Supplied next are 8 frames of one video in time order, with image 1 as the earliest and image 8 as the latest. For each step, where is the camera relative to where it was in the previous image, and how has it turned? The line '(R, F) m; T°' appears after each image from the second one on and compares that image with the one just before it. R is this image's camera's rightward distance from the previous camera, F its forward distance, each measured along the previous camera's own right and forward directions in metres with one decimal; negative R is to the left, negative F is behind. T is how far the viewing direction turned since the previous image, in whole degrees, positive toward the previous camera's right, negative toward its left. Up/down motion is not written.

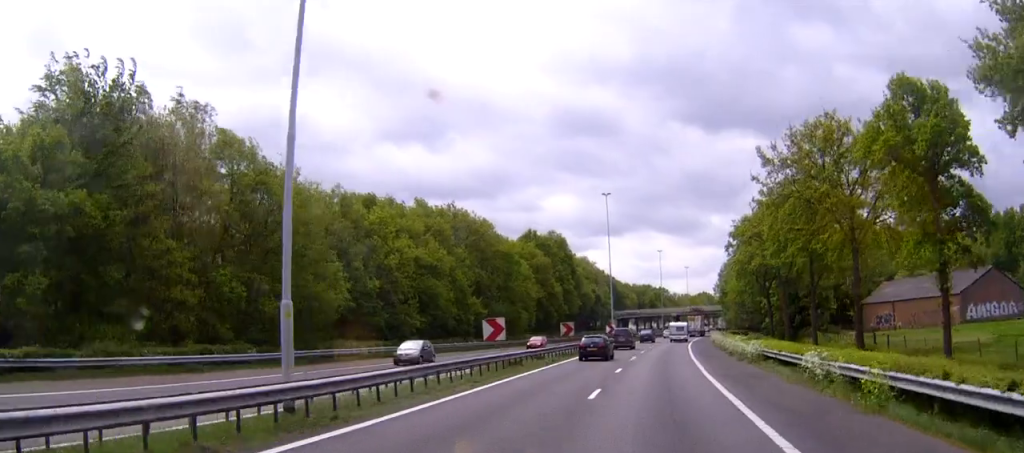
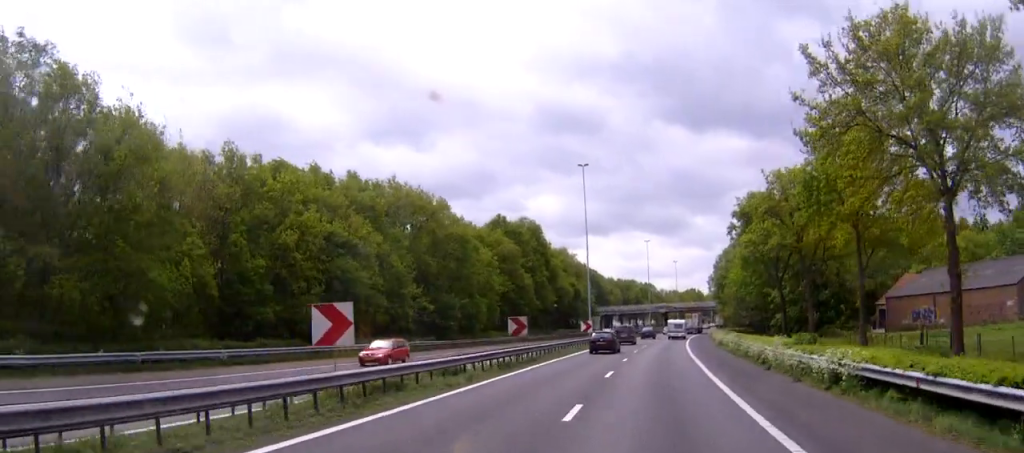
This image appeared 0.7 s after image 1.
(+0.4, +17.2) m; +1°
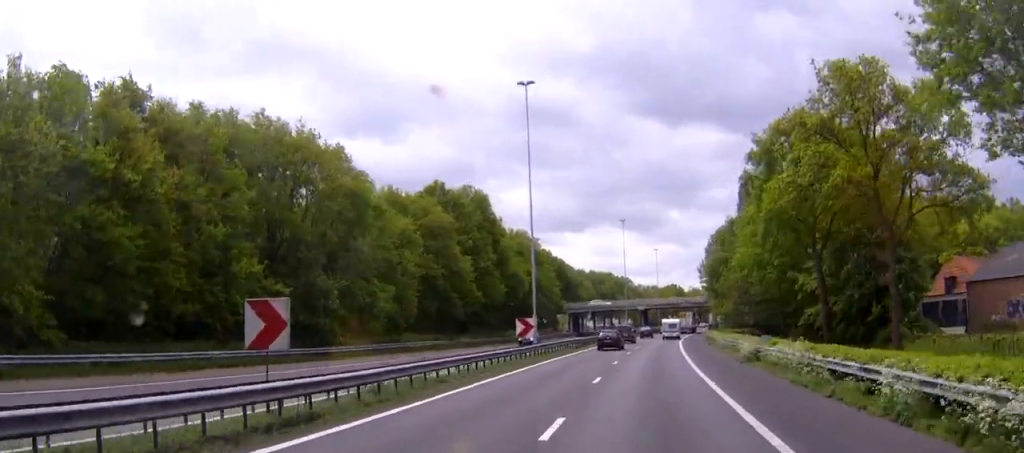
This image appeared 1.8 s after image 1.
(+0.4, +25.5) m; +2°
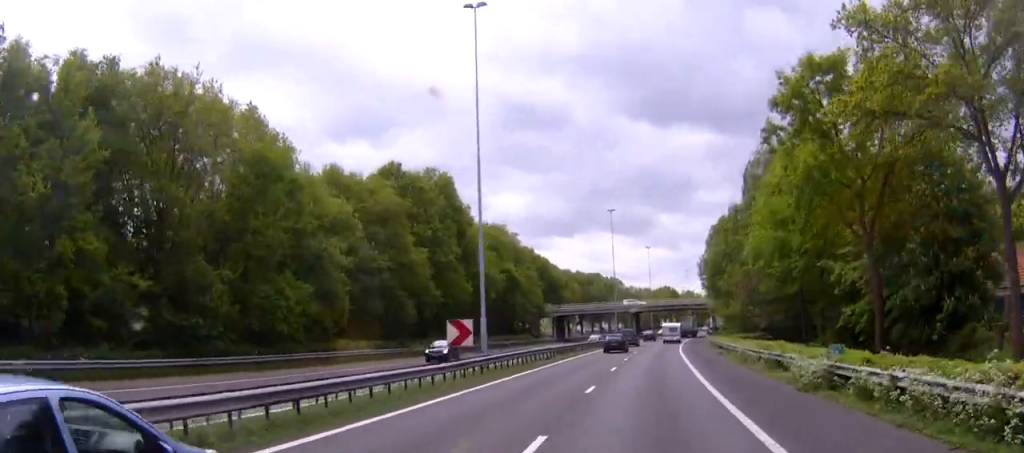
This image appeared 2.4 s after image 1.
(+0.1, +13.9) m; +1°
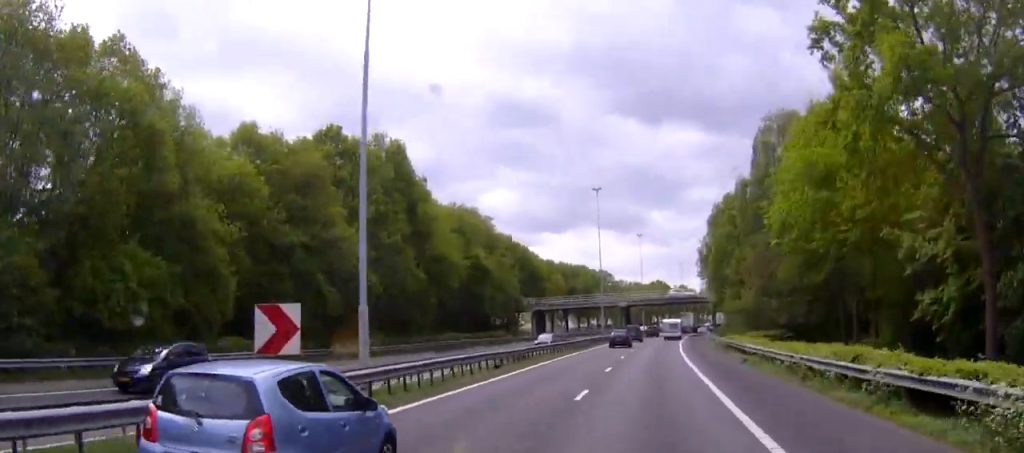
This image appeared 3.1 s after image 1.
(0.0, +14.6) m; +1°
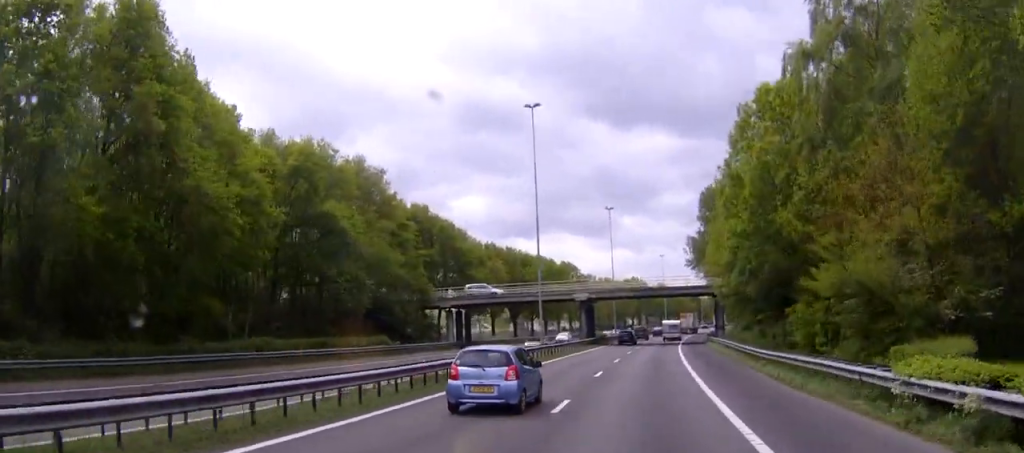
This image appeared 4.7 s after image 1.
(+0.7, +37.3) m; +1°
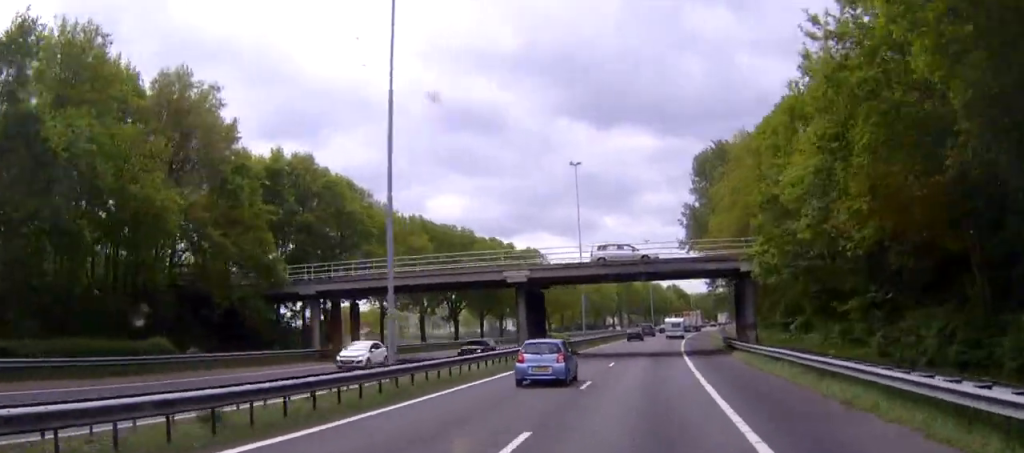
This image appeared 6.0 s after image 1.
(0.0, +28.9) m; 0°
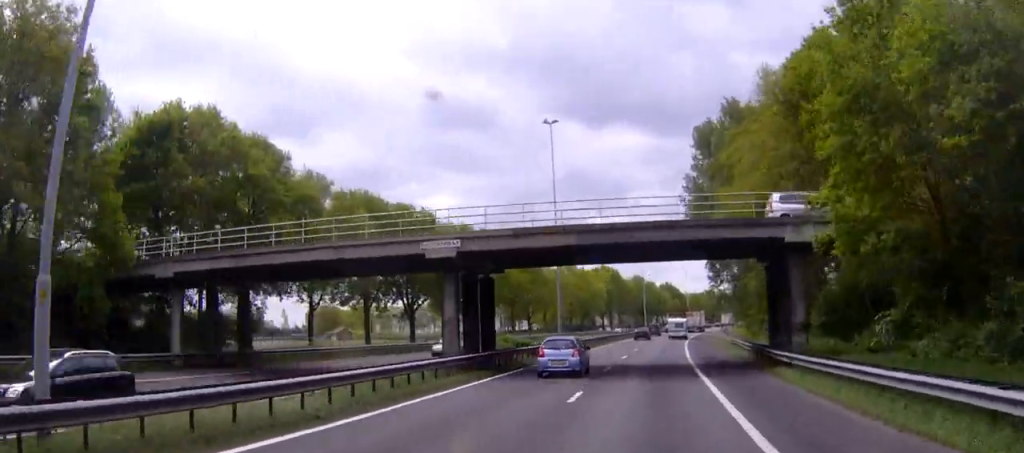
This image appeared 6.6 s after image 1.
(+0.1, +15.4) m; +1°
